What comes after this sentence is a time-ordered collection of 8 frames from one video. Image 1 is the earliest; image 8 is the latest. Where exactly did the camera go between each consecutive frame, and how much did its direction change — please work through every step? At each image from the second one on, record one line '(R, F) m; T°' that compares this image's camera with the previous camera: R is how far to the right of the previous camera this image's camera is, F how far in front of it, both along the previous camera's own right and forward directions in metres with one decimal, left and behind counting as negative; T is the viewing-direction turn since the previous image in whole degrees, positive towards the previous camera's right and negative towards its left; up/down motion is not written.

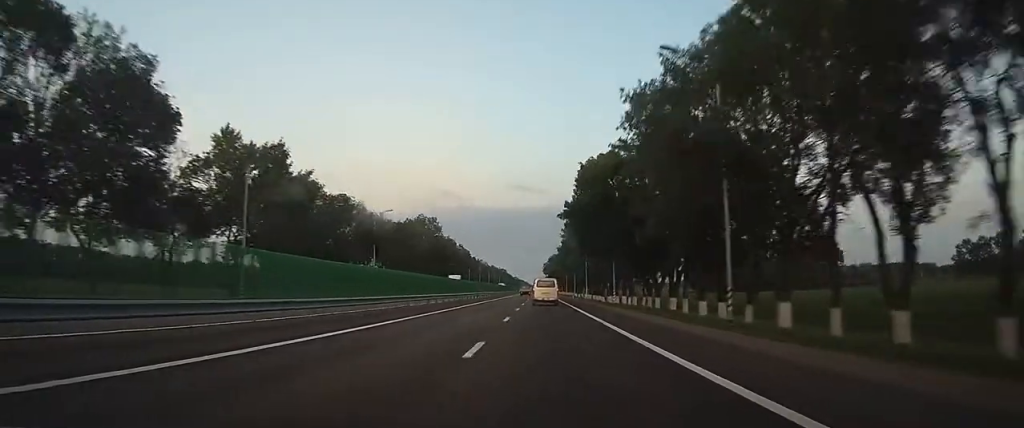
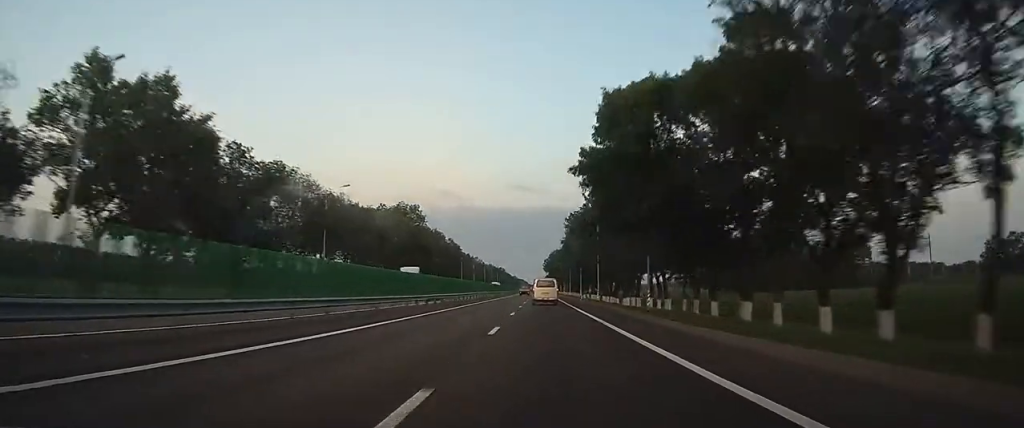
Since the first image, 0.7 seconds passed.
(-0.1, +18.6) m; 0°
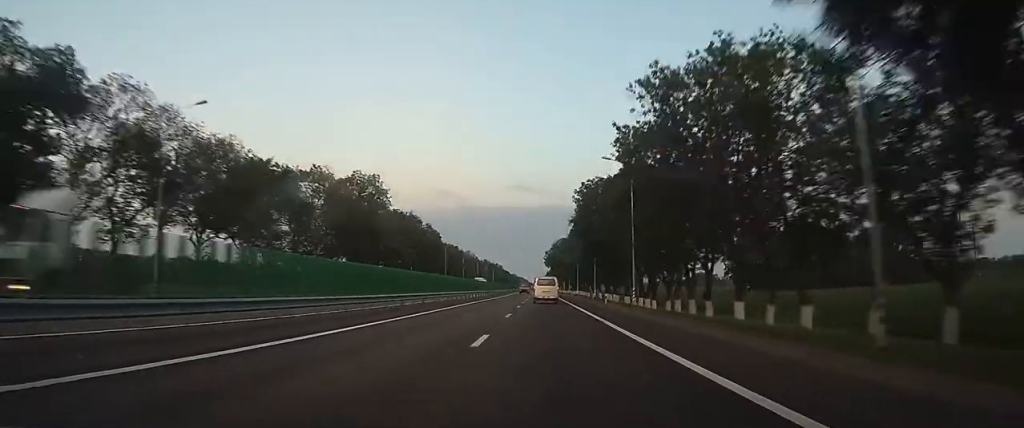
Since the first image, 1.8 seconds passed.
(0.0, +28.0) m; 0°
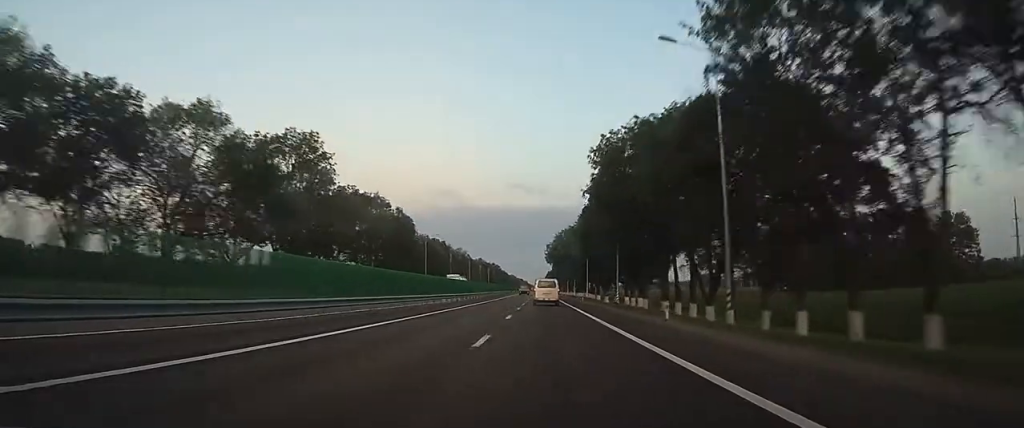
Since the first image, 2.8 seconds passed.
(-0.1, +23.8) m; 0°
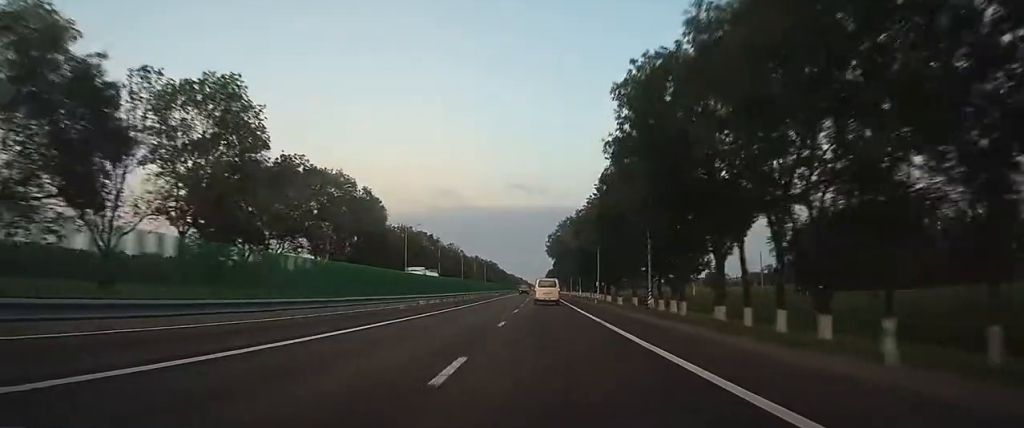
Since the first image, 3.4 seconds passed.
(+0.1, +17.0) m; 0°
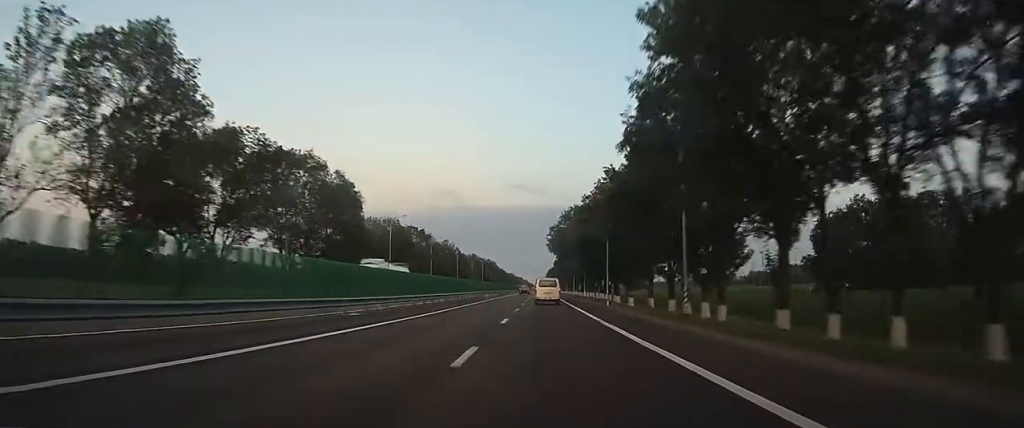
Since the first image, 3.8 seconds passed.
(+0.1, +10.2) m; 0°
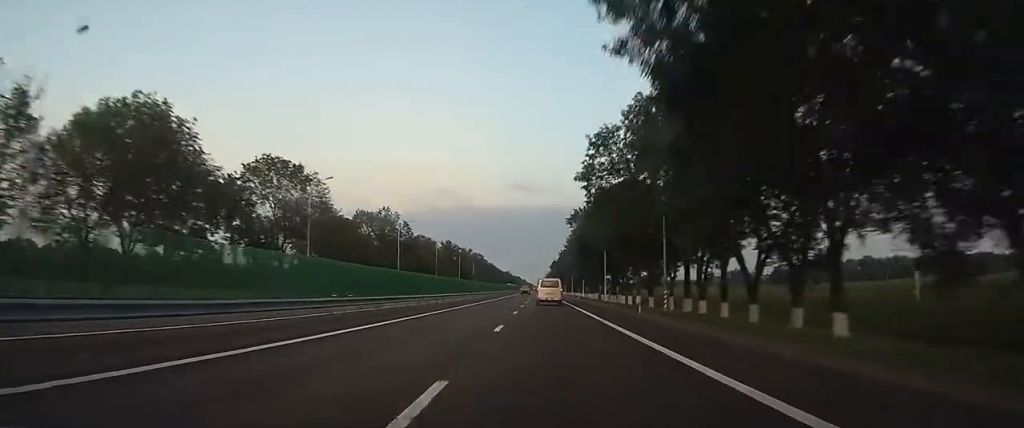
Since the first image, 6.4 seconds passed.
(-0.2, +65.0) m; -1°
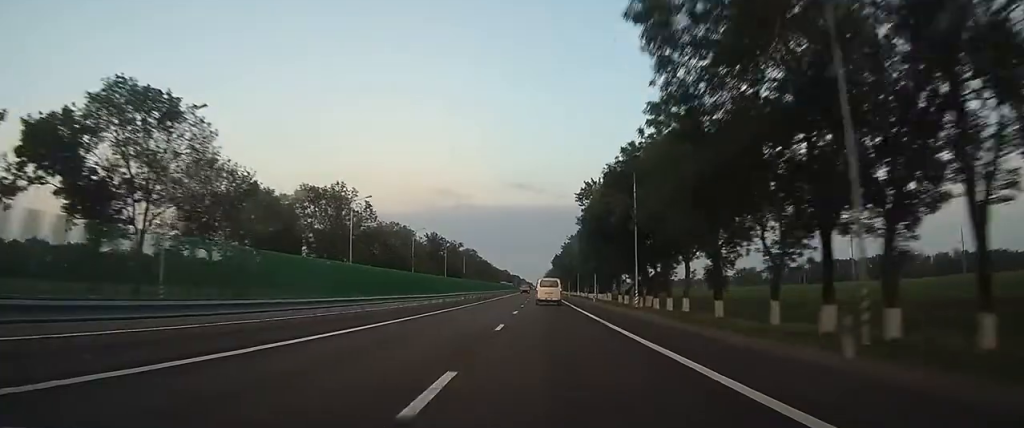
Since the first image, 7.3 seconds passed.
(0.0, +23.3) m; 0°
